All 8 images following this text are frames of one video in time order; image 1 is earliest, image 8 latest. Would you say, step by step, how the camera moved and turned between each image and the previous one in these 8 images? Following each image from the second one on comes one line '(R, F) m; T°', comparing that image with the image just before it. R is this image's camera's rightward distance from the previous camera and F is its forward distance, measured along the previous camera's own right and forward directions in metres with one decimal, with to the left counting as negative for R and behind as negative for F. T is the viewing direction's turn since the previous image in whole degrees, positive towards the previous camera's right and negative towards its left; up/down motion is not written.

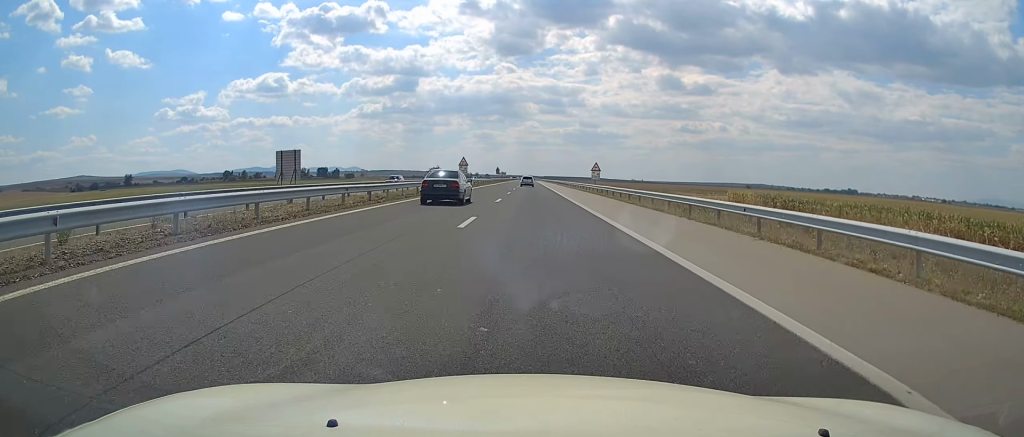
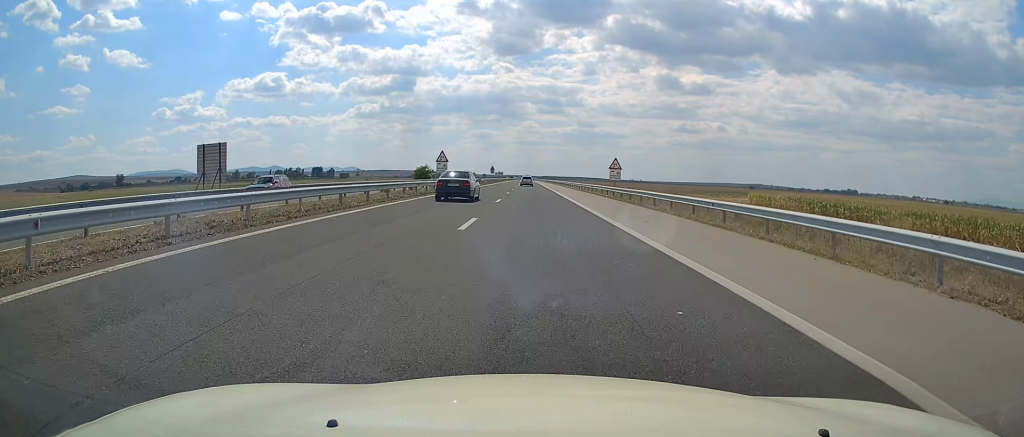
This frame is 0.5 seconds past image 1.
(0.0, +16.4) m; 0°
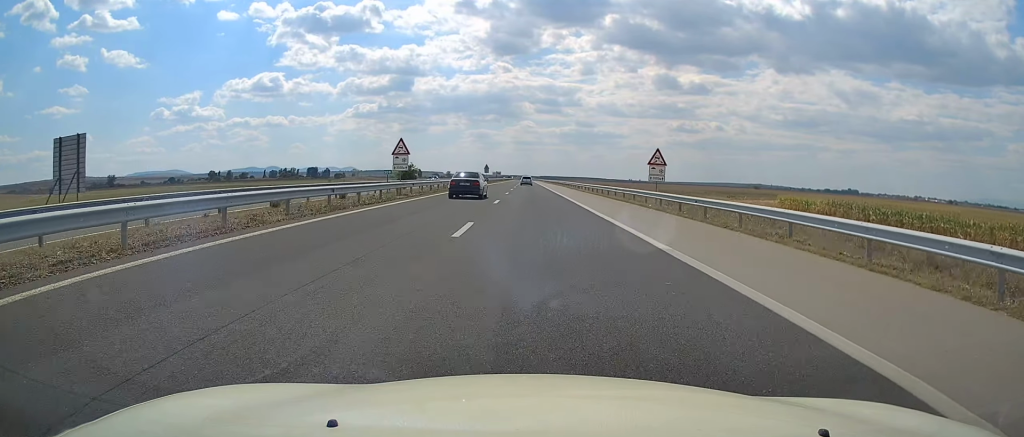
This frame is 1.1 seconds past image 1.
(0.0, +17.5) m; 0°
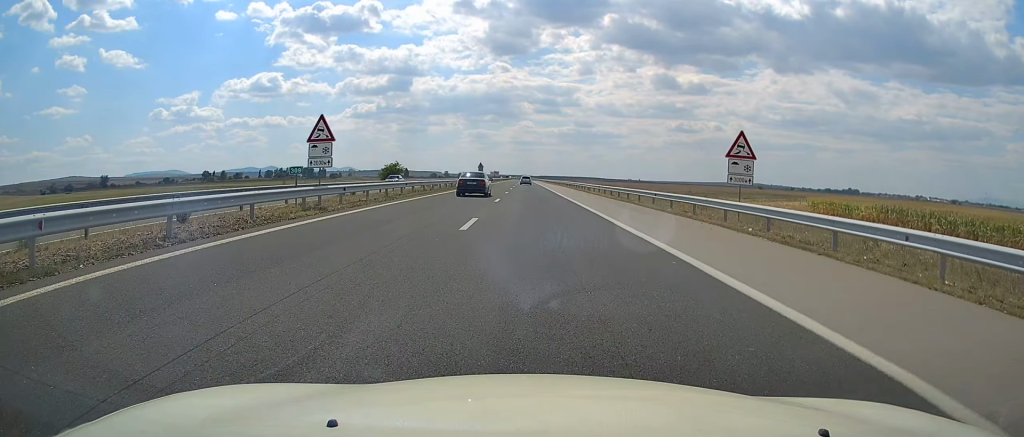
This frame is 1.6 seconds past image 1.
(-0.1, +14.4) m; 0°
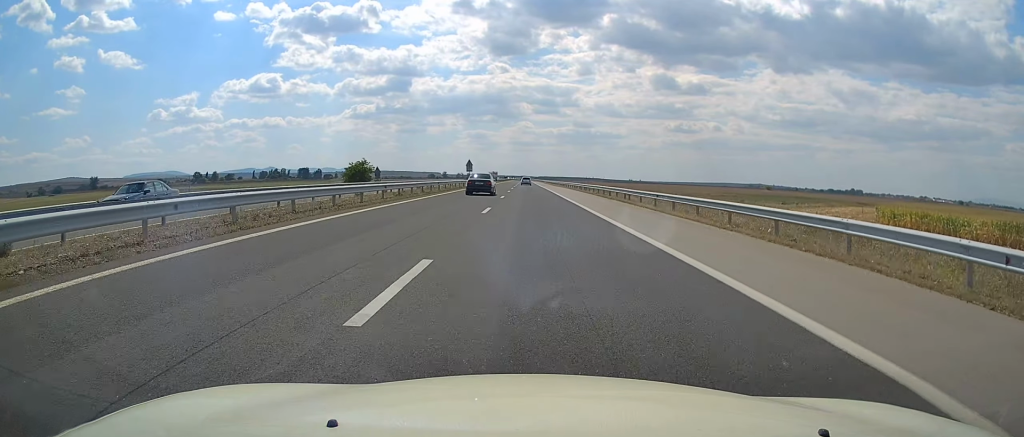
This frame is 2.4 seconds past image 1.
(+0.3, +24.6) m; 0°
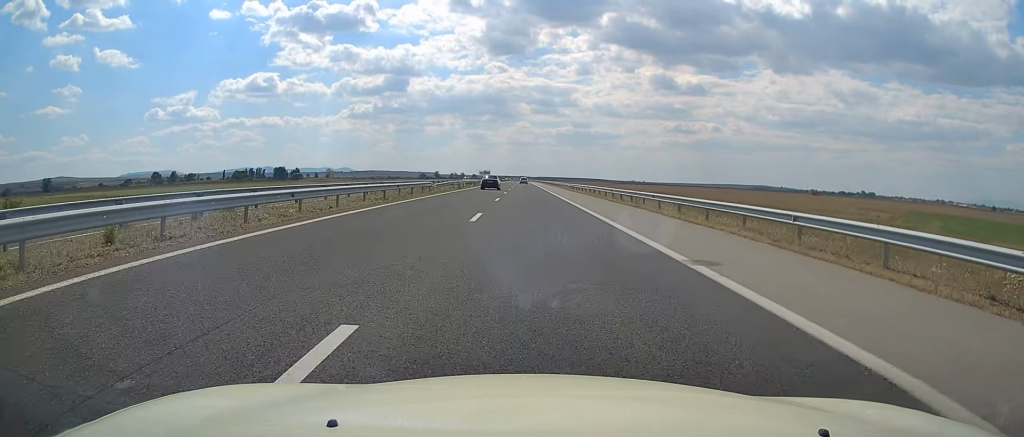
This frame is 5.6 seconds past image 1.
(-1.1, +98.7) m; 0°
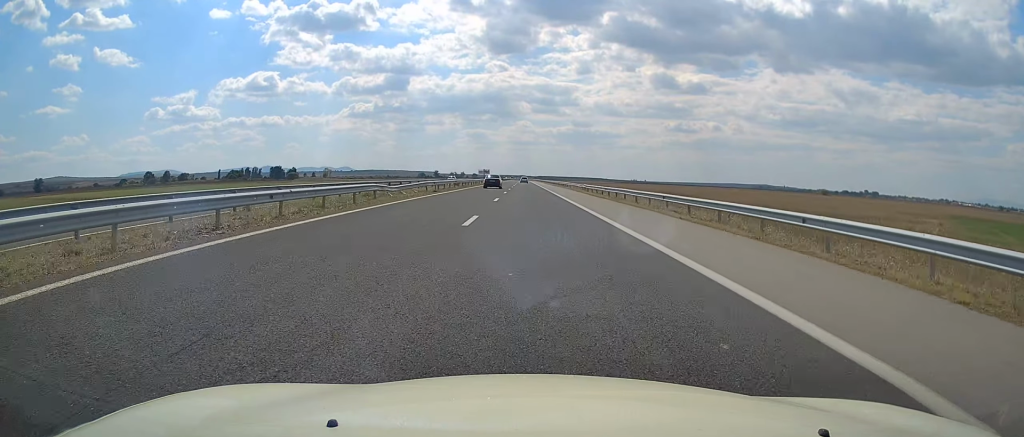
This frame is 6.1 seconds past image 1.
(+0.2, +17.5) m; 0°
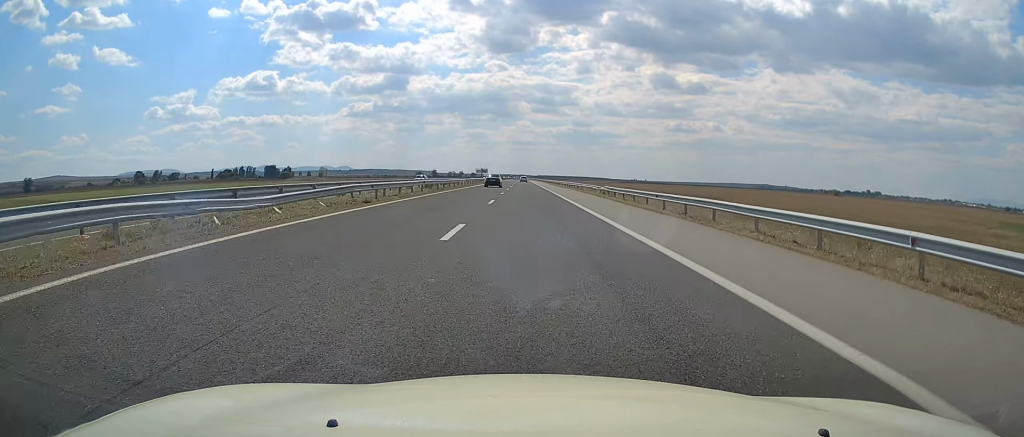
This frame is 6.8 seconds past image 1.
(+0.2, +19.6) m; 0°
